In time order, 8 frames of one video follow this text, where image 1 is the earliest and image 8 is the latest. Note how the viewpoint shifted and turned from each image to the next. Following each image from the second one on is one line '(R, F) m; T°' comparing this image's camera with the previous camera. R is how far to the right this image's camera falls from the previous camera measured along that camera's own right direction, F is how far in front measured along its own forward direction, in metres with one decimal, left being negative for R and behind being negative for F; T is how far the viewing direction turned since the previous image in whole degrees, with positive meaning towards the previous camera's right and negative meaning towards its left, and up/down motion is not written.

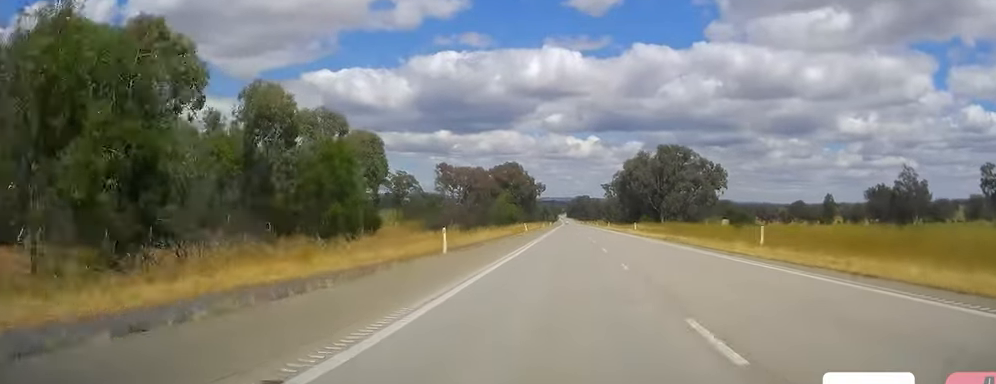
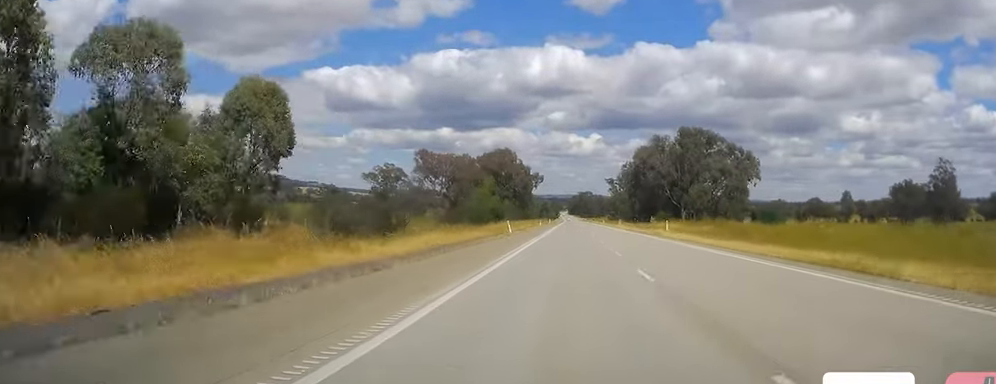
(0.0, +27.9) m; 0°
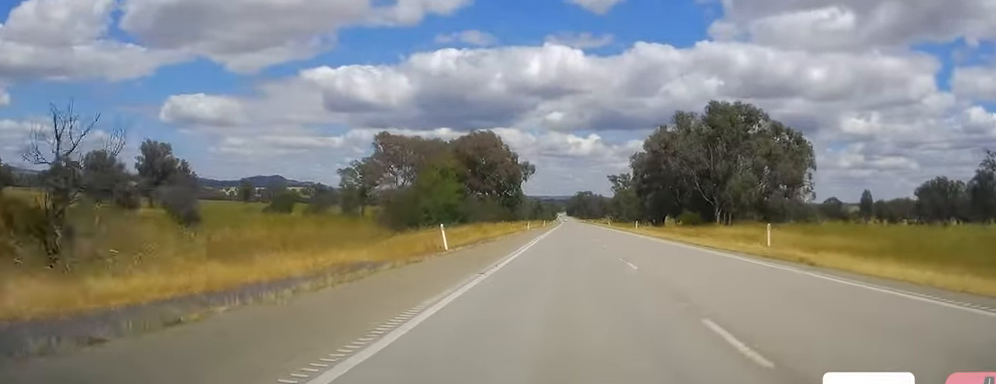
(+0.1, +32.6) m; +1°
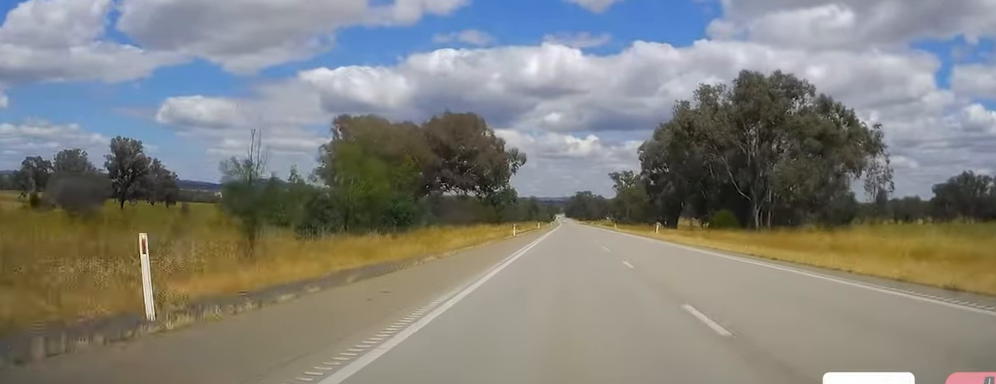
(+0.2, +22.1) m; 0°
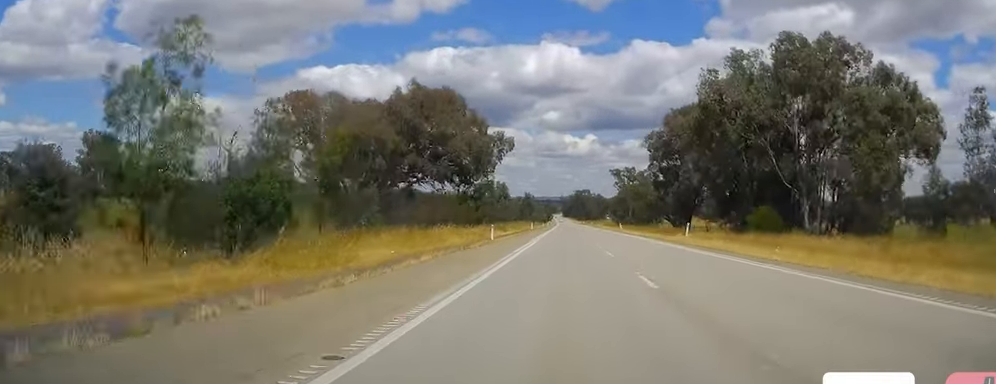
(+0.1, +18.3) m; -1°
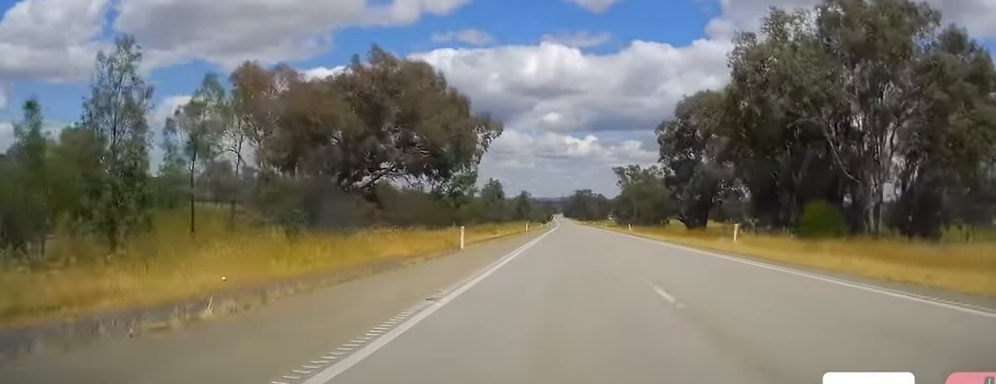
(-0.3, +14.4) m; 0°
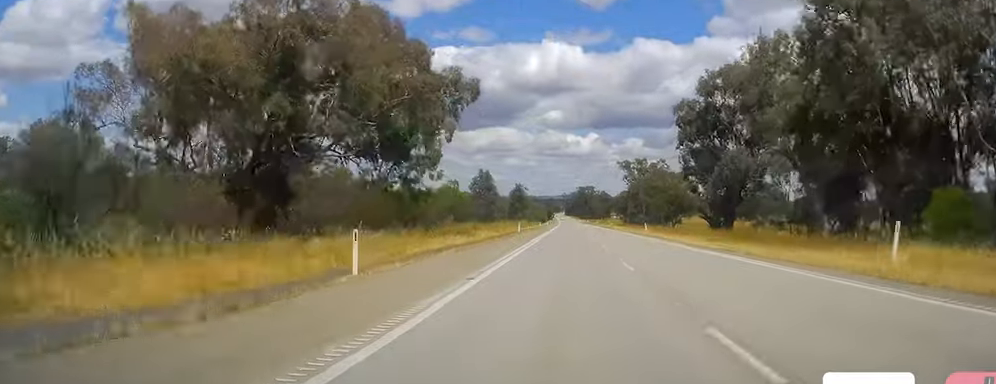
(-0.2, +18.2) m; 0°
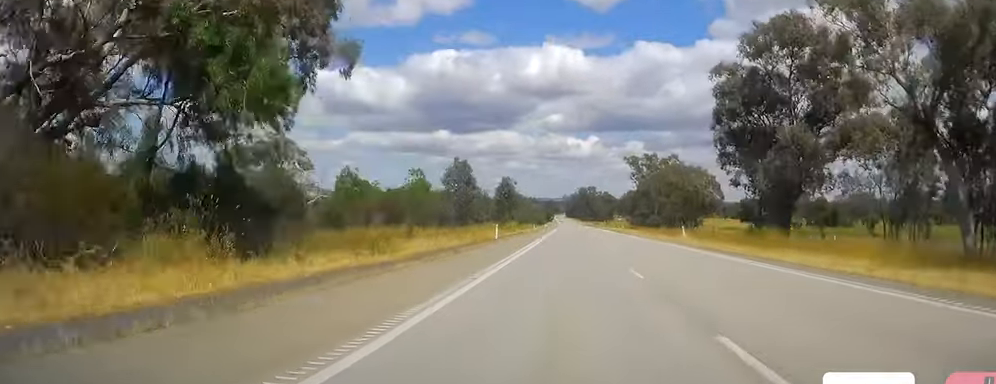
(+0.4, +24.9) m; +1°
